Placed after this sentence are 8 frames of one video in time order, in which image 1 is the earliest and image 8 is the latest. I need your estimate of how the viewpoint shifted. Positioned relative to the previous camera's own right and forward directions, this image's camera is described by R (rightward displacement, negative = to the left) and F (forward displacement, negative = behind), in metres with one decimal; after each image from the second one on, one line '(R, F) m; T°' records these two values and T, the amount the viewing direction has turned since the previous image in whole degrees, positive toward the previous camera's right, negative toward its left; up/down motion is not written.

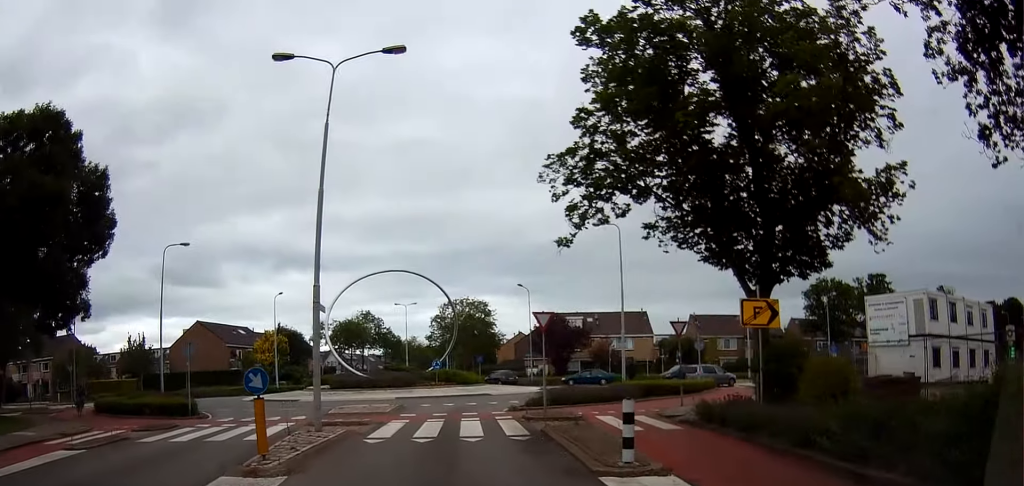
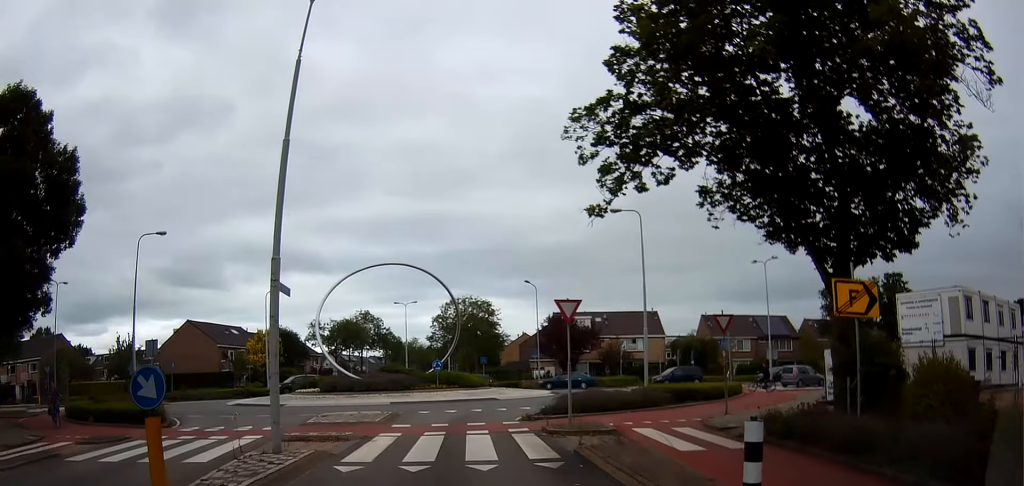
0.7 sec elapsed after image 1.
(+0.2, +3.9) m; +1°
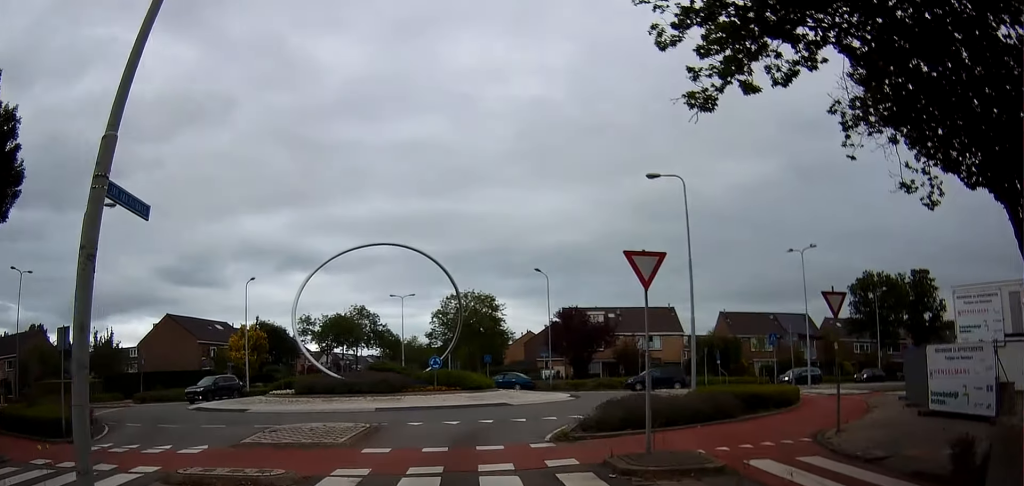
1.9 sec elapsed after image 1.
(-0.3, +5.5) m; -5°
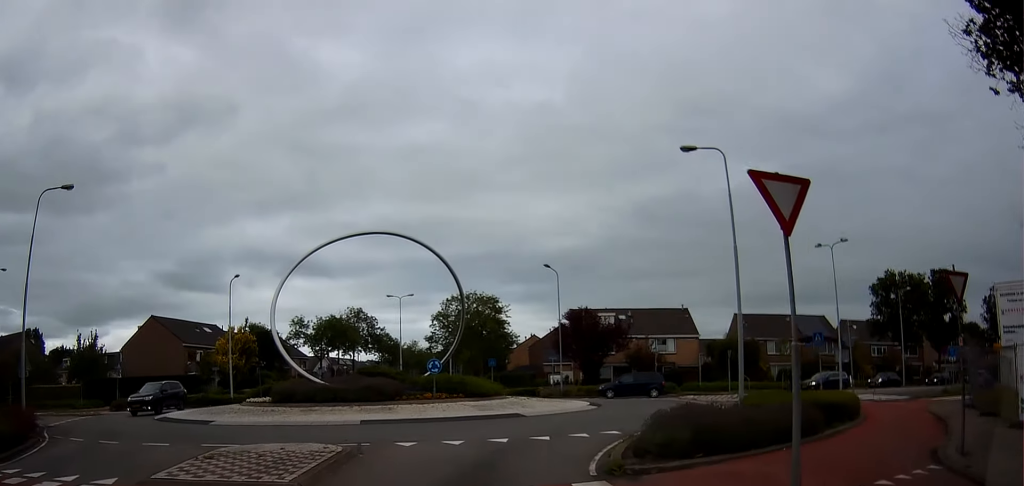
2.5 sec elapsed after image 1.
(-0.3, +3.4) m; +1°
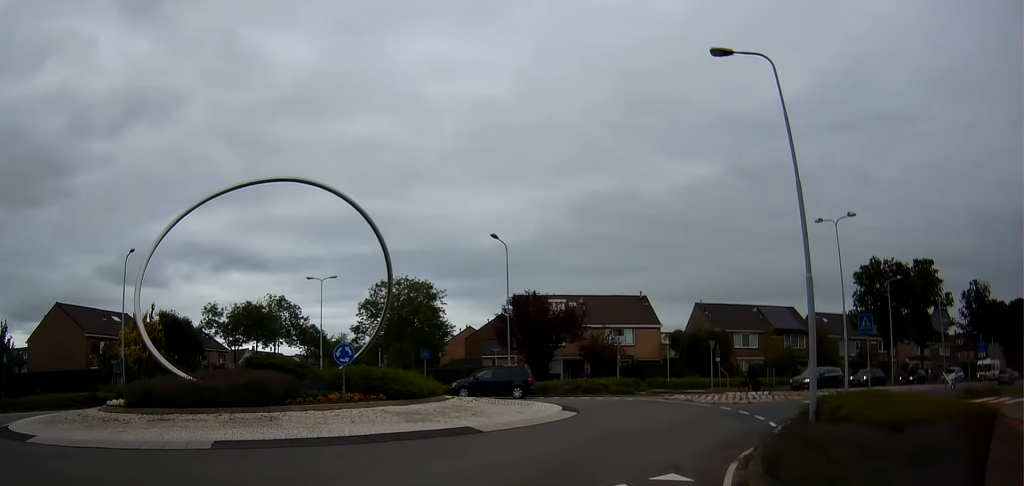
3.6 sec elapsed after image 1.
(+0.7, +6.7) m; +9°
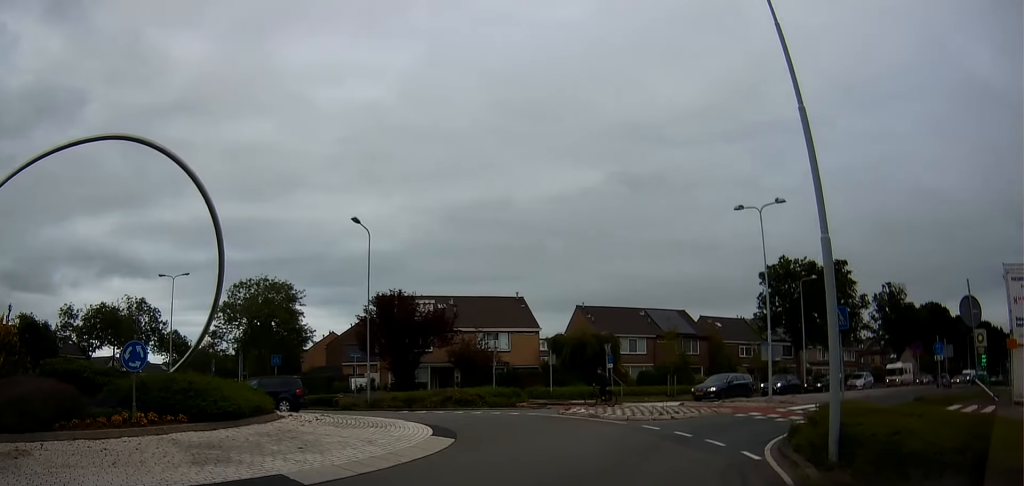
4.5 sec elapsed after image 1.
(+0.1, +5.3) m; +6°
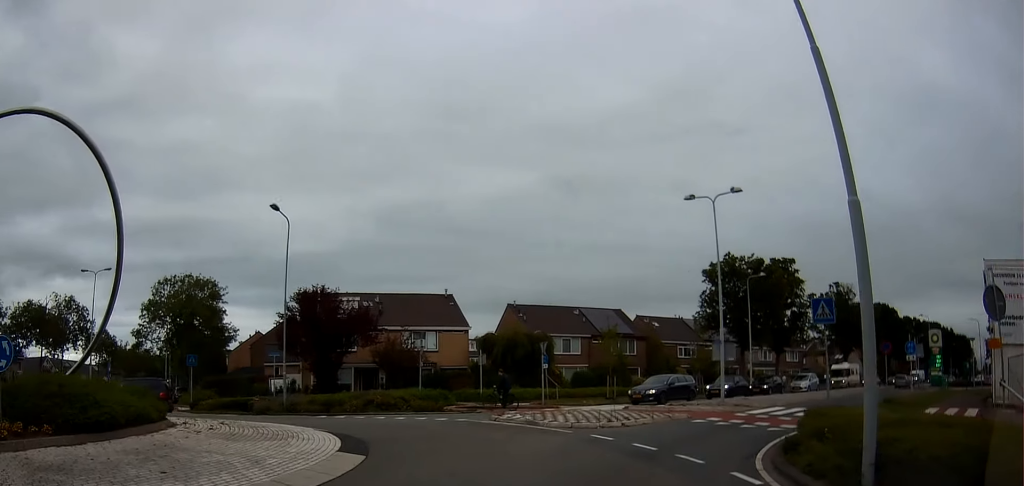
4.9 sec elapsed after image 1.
(+0.2, +2.5) m; +6°
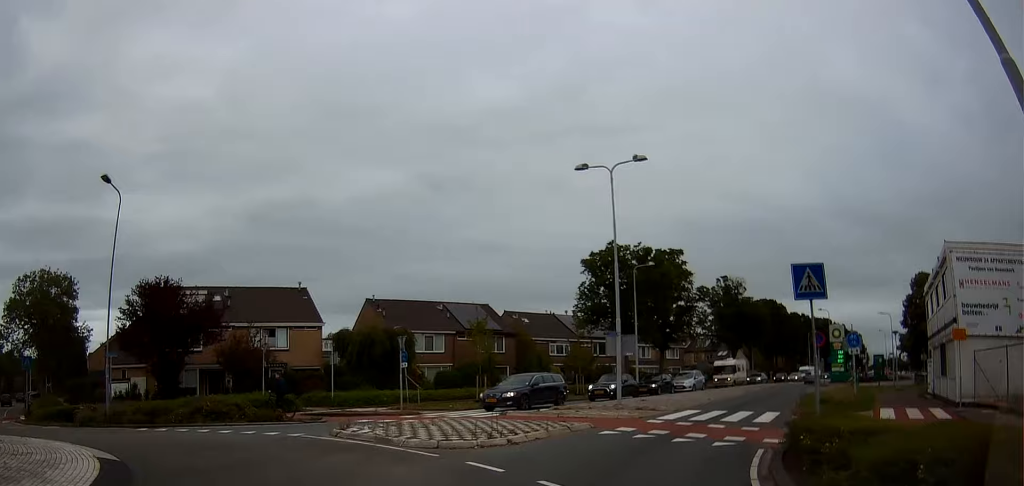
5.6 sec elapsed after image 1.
(+0.3, +4.7) m; +13°
